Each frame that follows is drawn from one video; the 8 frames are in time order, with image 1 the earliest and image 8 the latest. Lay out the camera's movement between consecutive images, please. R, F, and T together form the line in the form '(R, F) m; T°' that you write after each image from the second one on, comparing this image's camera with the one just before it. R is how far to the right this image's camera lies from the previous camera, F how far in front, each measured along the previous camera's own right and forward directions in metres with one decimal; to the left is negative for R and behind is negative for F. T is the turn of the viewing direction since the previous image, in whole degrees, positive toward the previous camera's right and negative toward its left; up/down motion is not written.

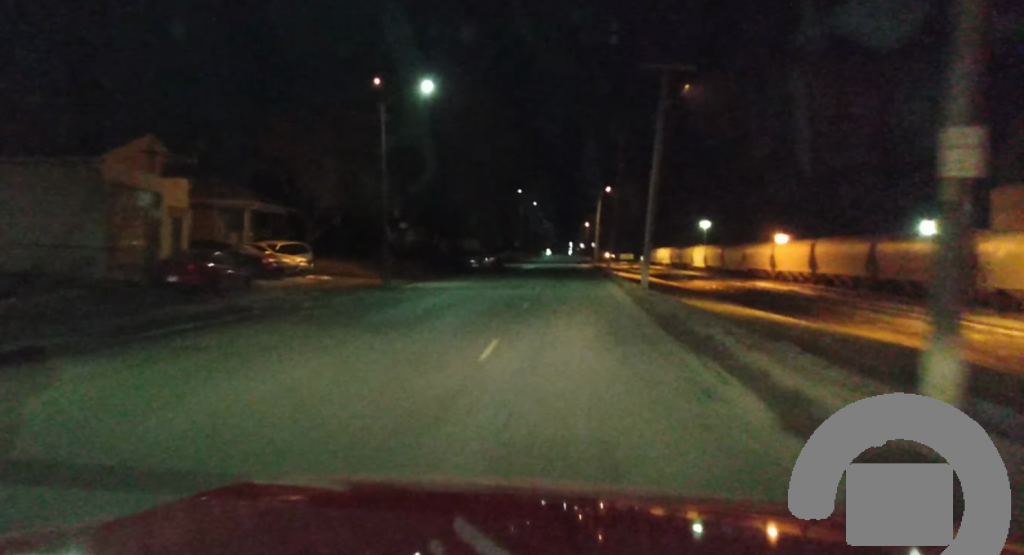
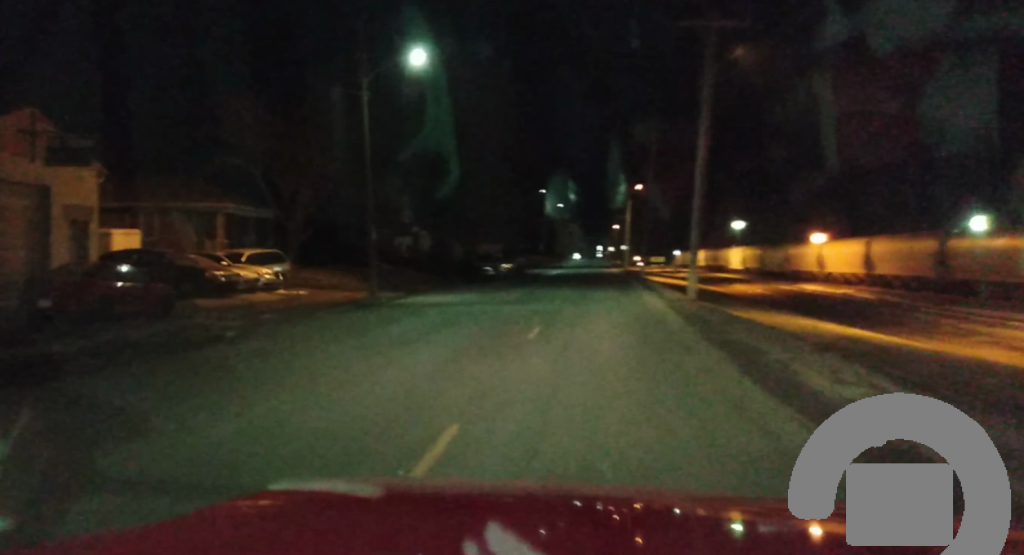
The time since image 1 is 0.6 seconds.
(+0.2, +7.9) m; 0°
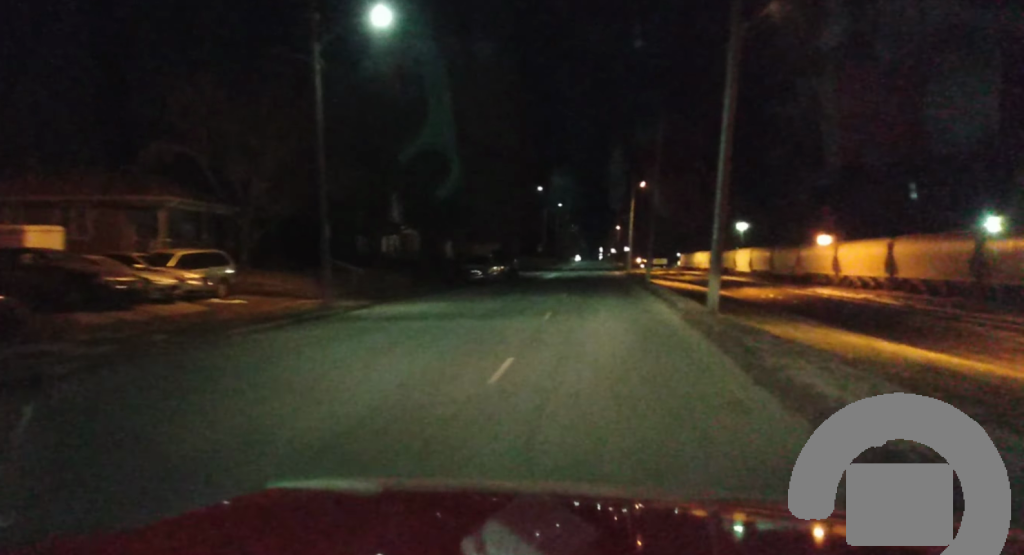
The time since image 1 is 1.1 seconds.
(-0.1, +6.5) m; -1°
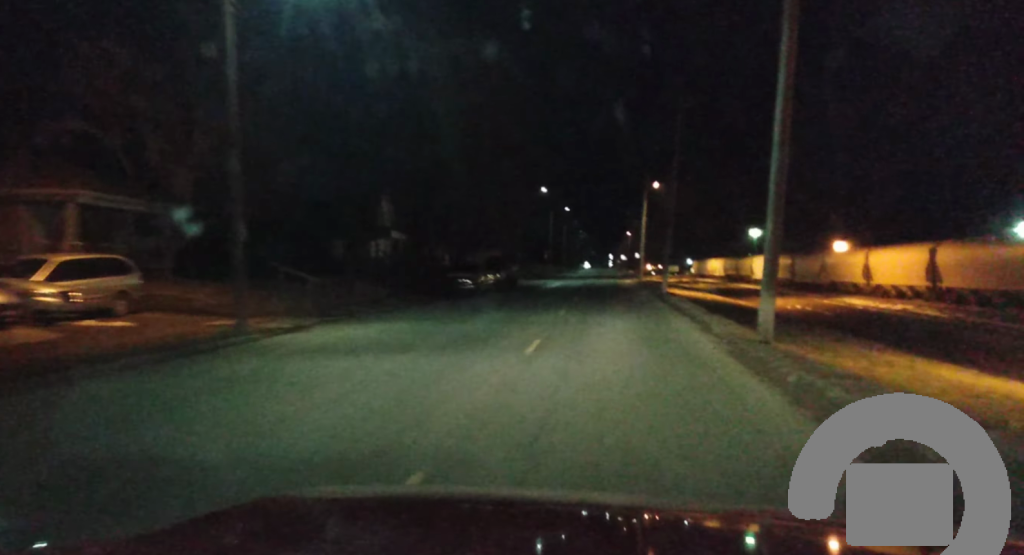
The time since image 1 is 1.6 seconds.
(-0.3, +7.5) m; -1°
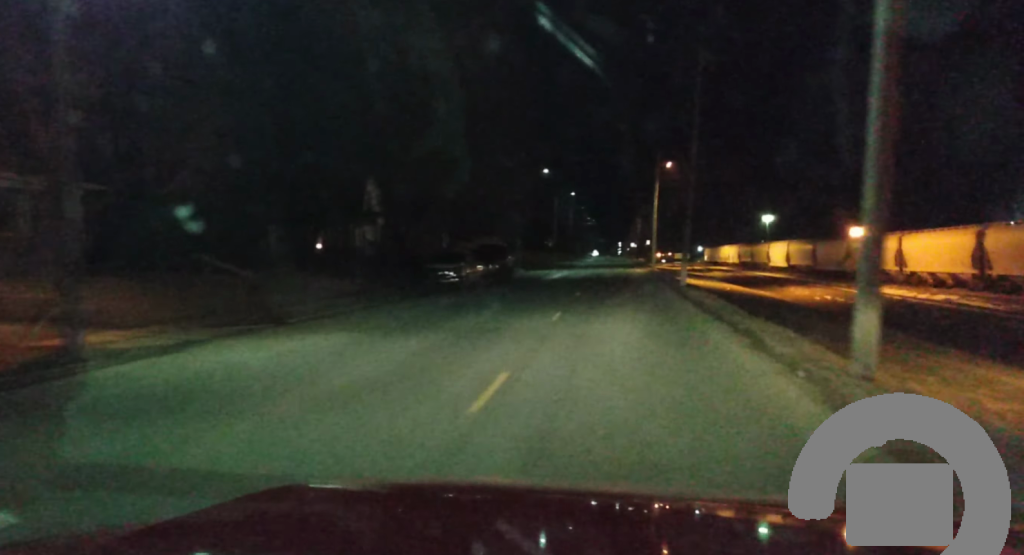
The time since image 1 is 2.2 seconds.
(0.0, +7.1) m; -1°
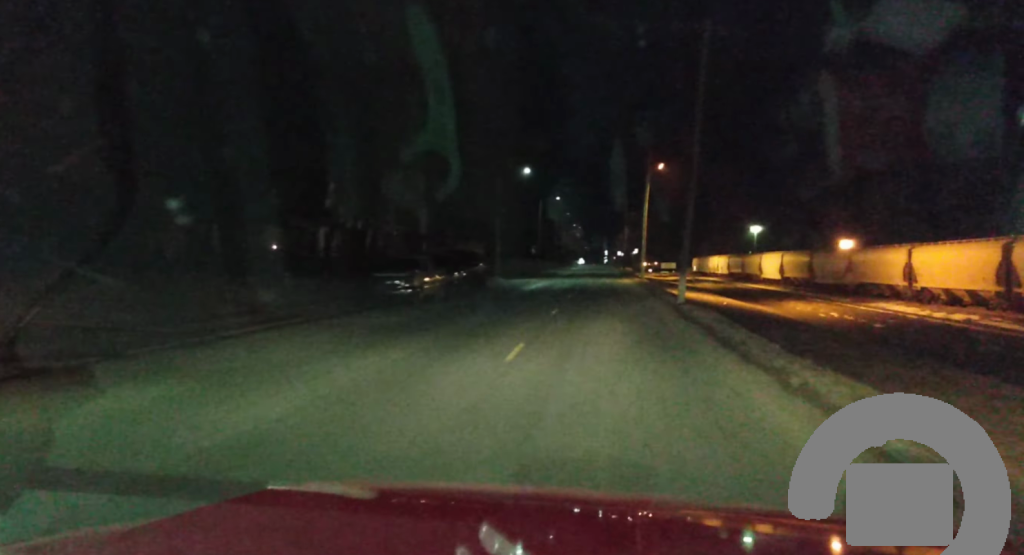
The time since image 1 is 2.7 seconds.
(+0.2, +7.1) m; -1°
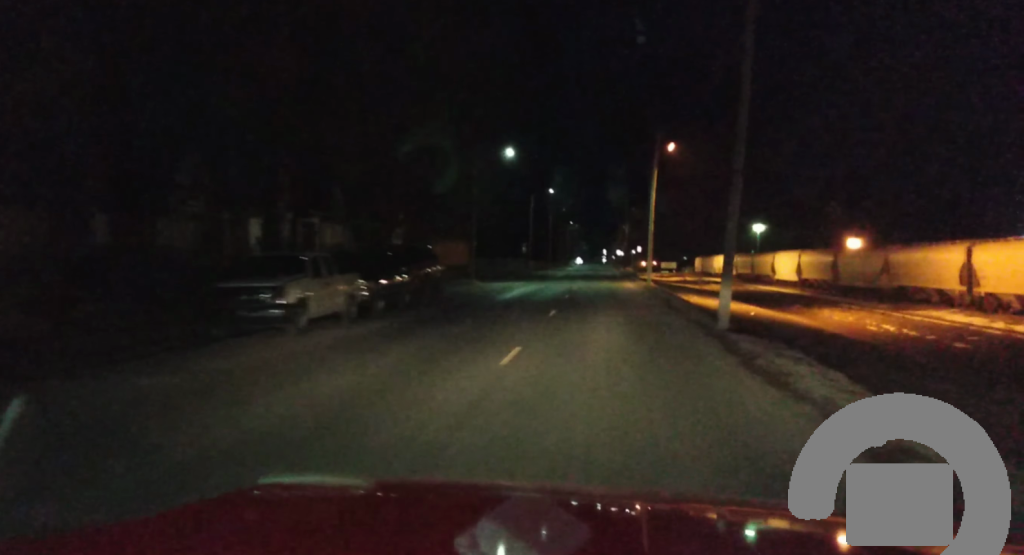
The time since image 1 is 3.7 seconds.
(-0.5, +13.4) m; -1°
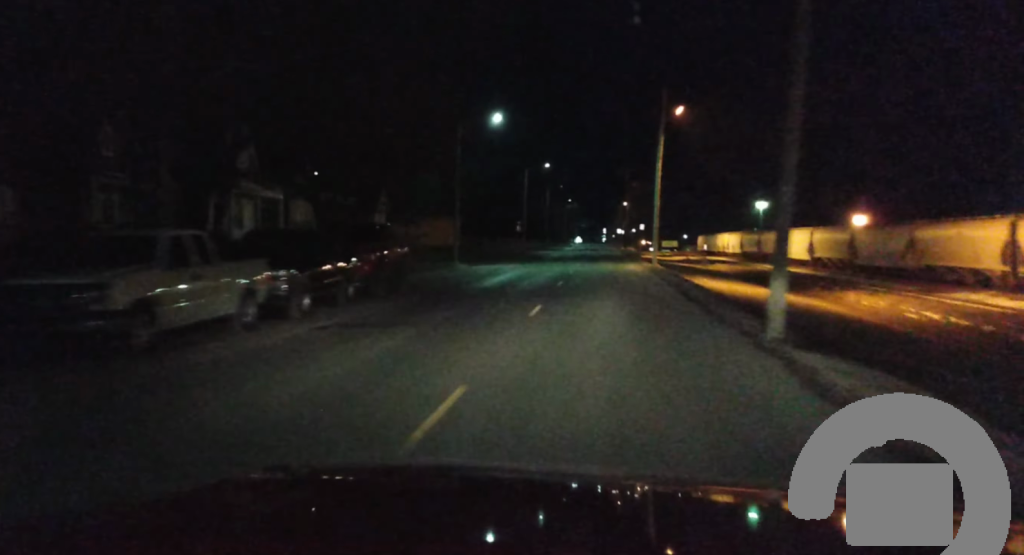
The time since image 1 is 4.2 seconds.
(0.0, +6.8) m; +1°
